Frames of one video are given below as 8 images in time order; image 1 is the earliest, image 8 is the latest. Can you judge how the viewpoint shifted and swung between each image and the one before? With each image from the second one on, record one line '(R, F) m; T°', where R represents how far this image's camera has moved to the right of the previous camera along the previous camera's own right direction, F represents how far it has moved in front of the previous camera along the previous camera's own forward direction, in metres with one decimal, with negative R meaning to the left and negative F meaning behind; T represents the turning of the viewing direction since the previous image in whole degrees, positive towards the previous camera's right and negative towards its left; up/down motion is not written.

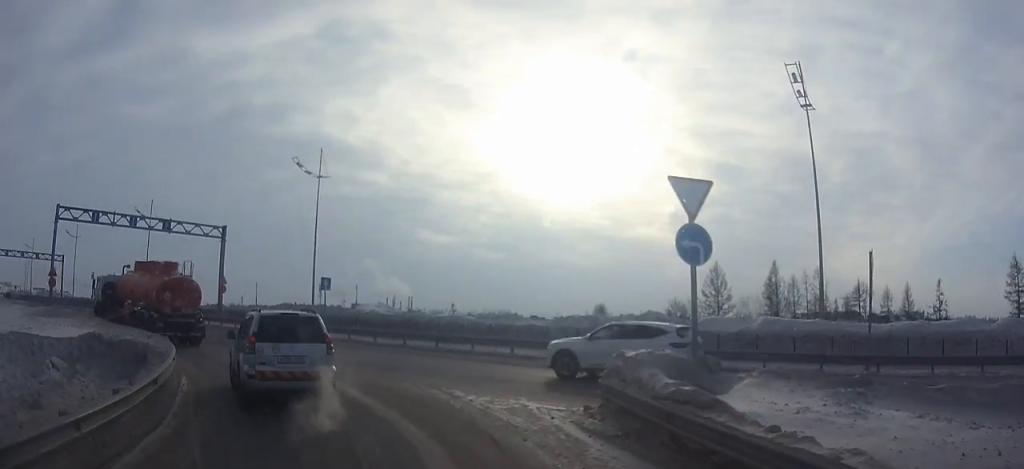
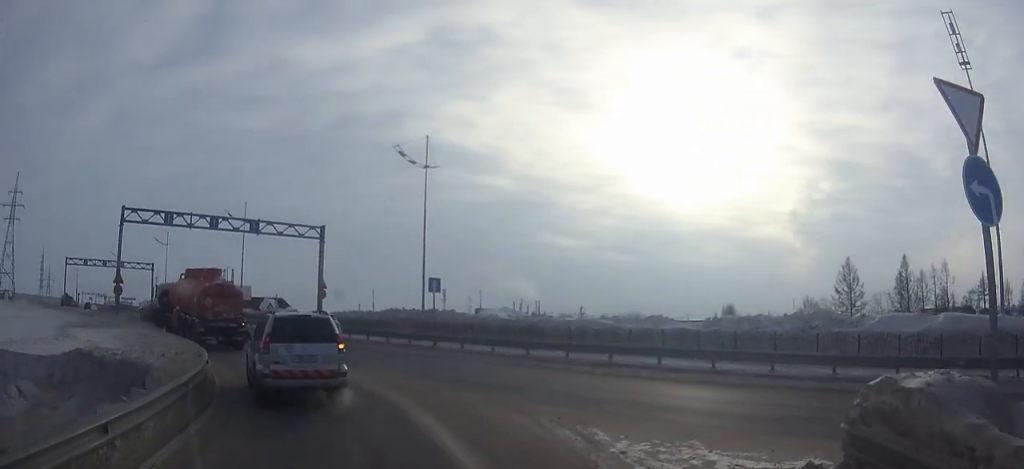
(-0.4, +4.4) m; -12°
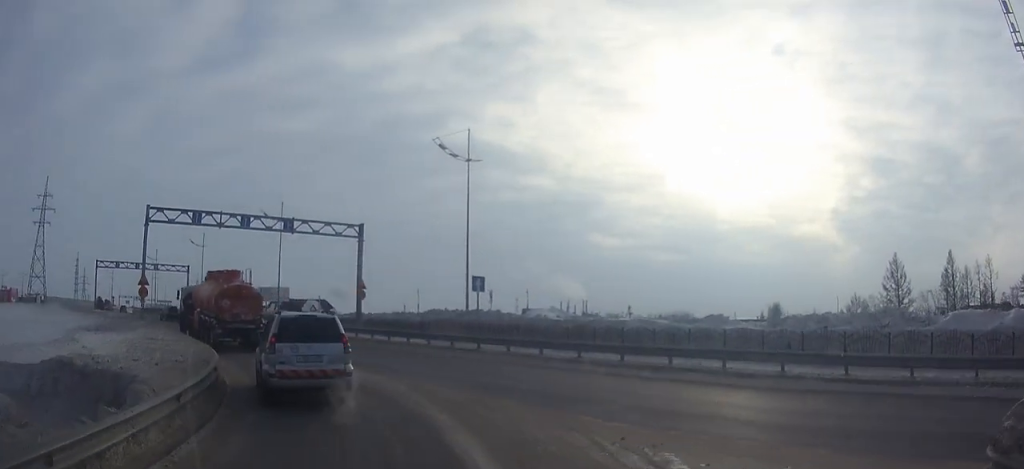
(-0.1, +1.7) m; -4°
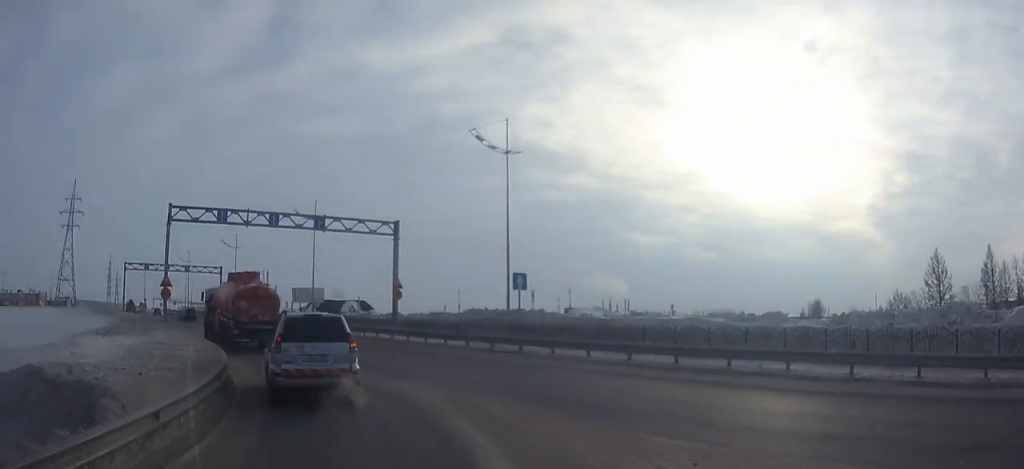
(0.0, +1.5) m; -4°
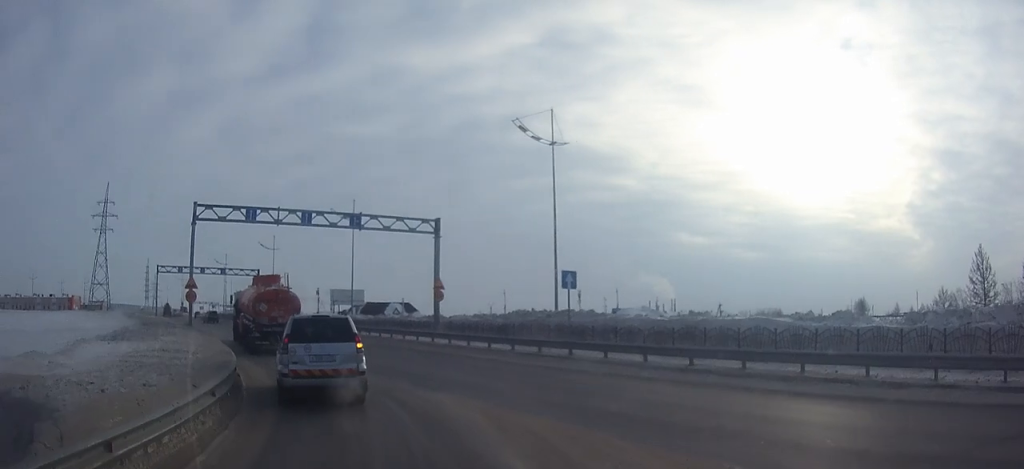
(-0.1, +1.9) m; -4°
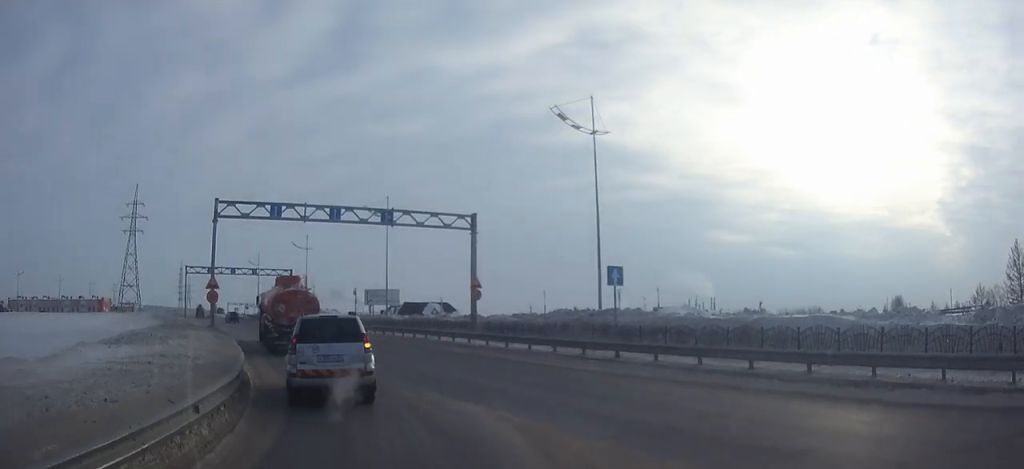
(-0.1, +1.8) m; -4°
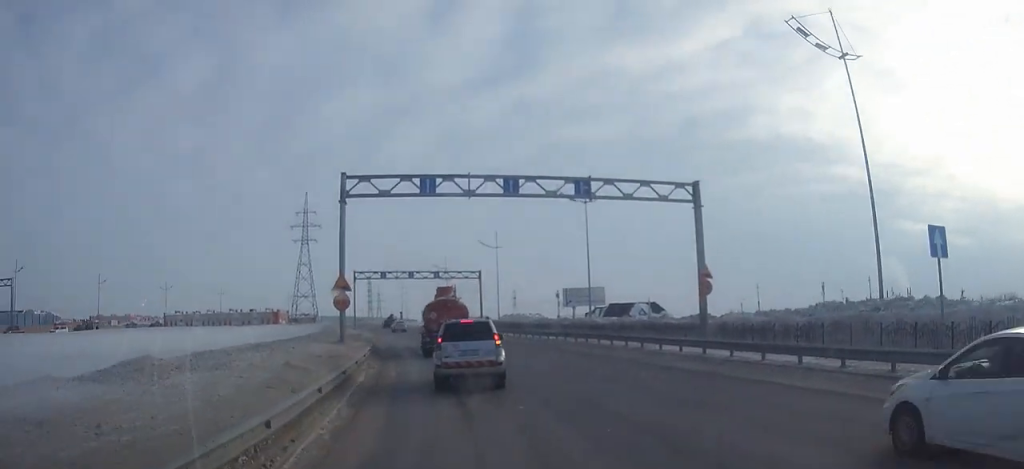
(-1.5, +8.9) m; -18°
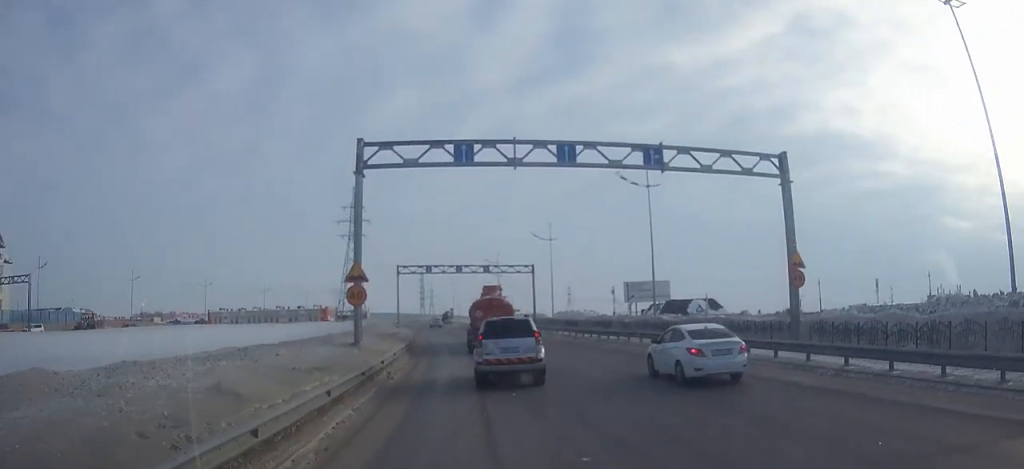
(-0.2, +4.6) m; -3°
